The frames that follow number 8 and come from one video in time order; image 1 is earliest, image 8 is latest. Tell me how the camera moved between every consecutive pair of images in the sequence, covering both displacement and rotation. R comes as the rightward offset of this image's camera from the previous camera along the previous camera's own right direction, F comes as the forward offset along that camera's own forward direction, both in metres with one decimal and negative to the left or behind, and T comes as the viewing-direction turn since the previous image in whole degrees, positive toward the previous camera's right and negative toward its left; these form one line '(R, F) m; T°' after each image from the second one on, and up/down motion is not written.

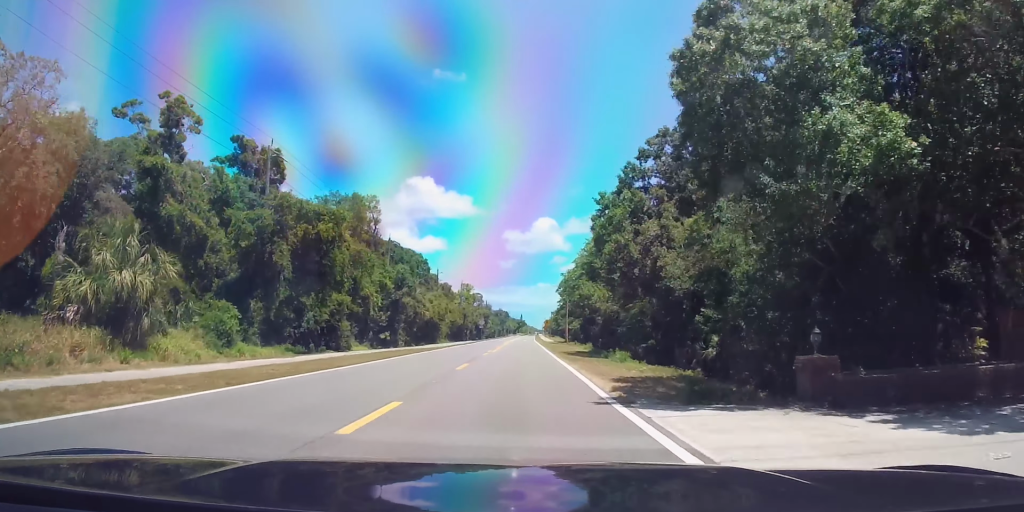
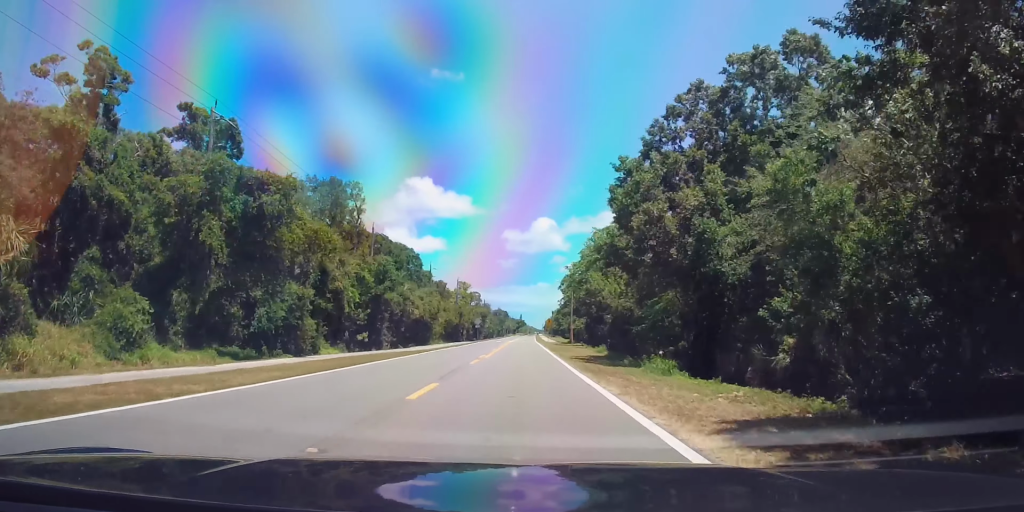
(-0.2, +8.2) m; -1°
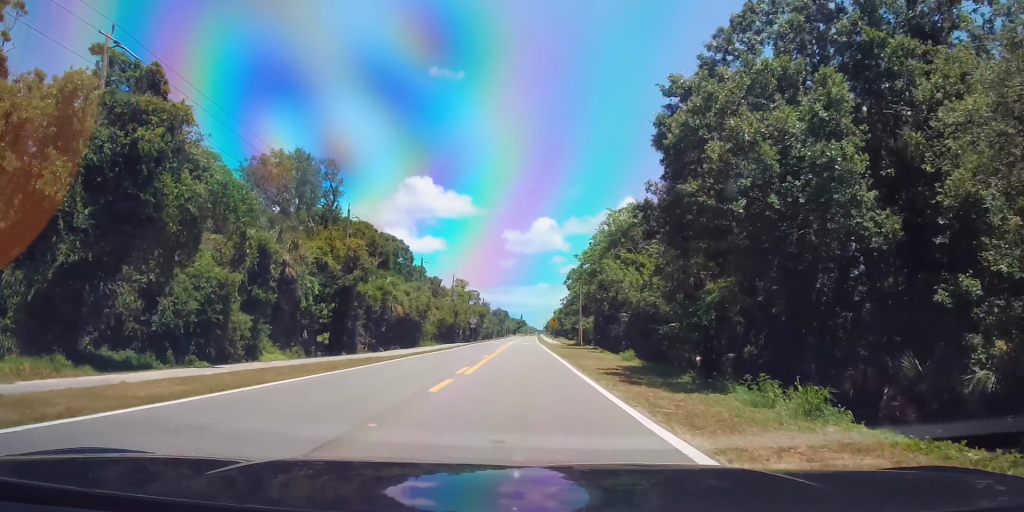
(-0.2, +10.1) m; -1°
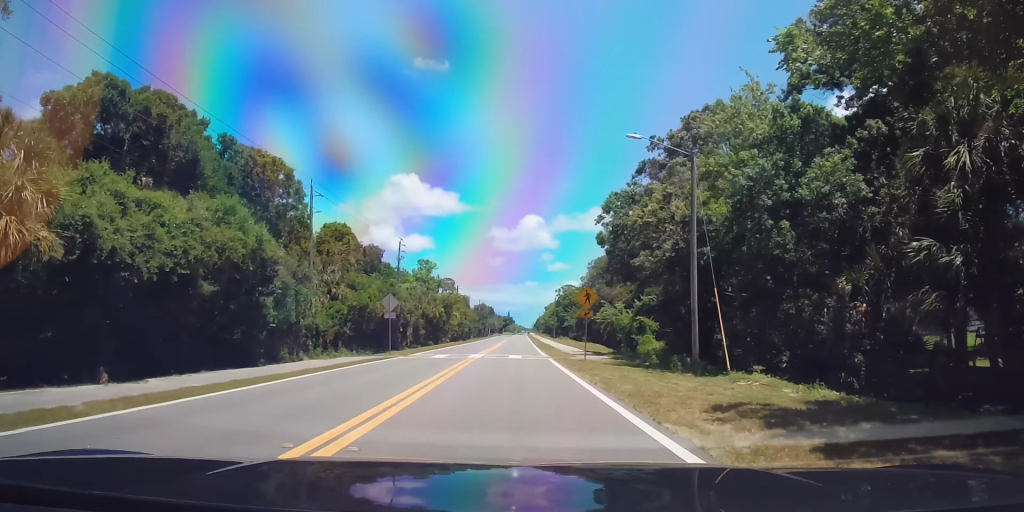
(+0.5, +47.1) m; +2°
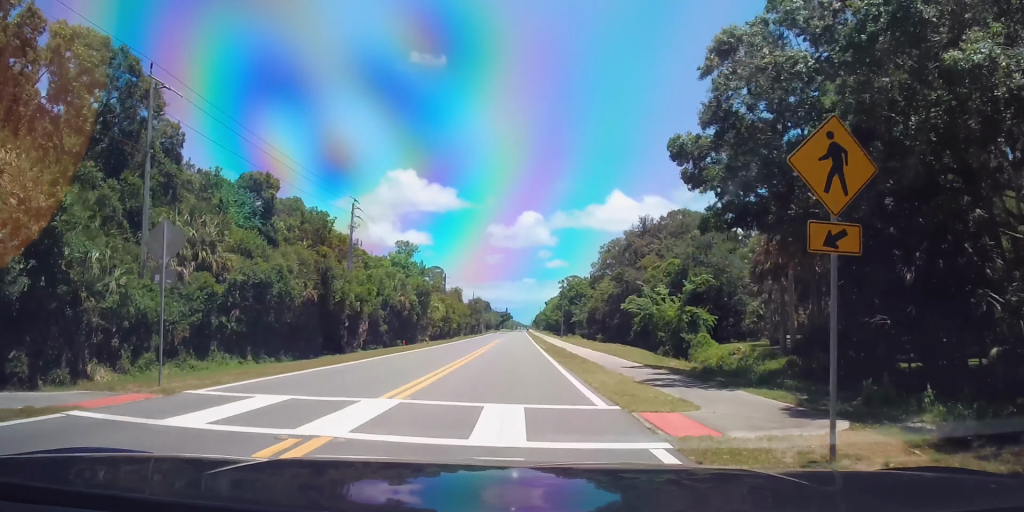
(0.0, +23.1) m; 0°
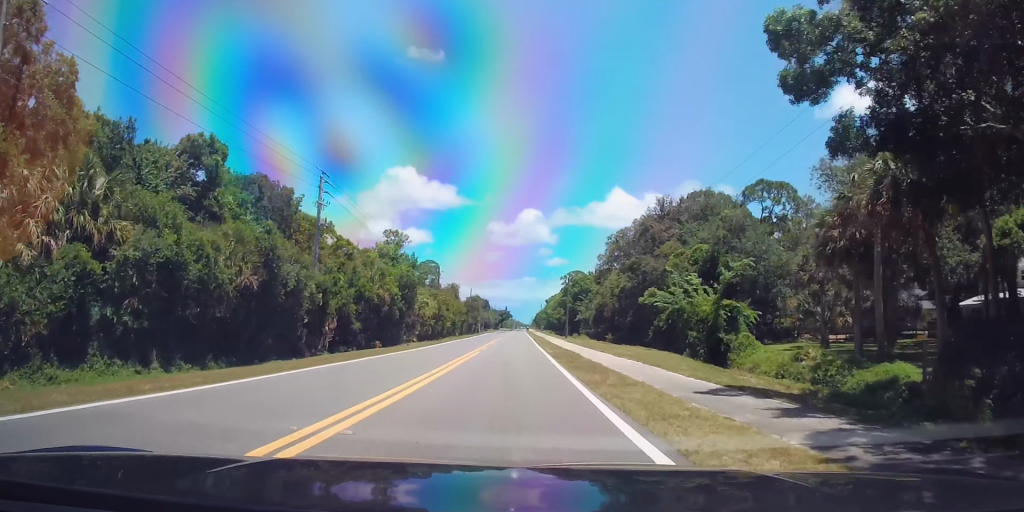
(-0.2, +10.0) m; 0°
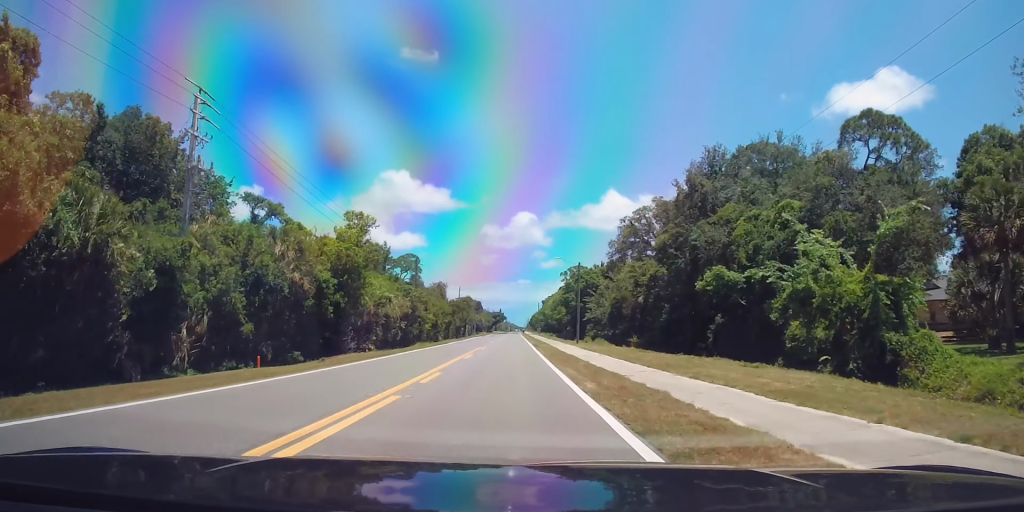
(+0.5, +20.3) m; +1°
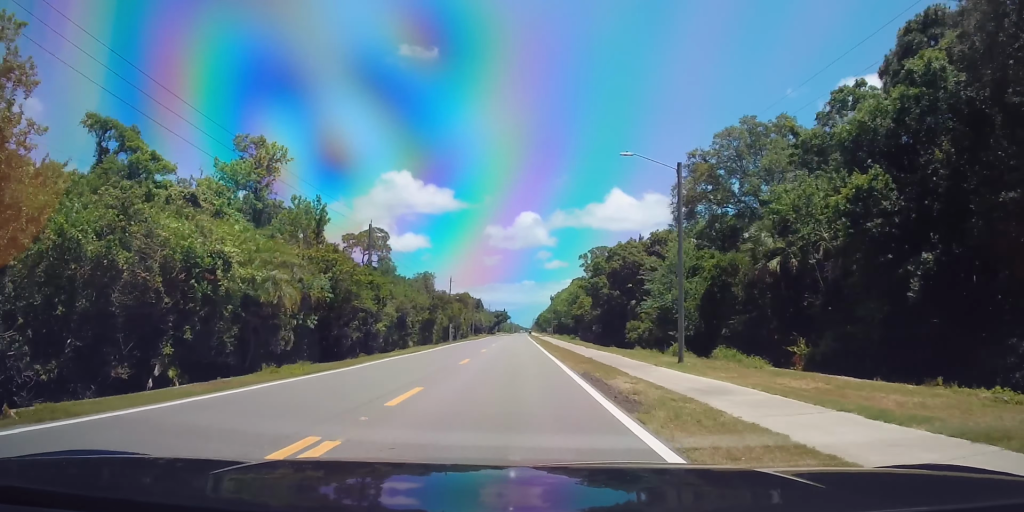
(-0.8, +35.4) m; -1°
